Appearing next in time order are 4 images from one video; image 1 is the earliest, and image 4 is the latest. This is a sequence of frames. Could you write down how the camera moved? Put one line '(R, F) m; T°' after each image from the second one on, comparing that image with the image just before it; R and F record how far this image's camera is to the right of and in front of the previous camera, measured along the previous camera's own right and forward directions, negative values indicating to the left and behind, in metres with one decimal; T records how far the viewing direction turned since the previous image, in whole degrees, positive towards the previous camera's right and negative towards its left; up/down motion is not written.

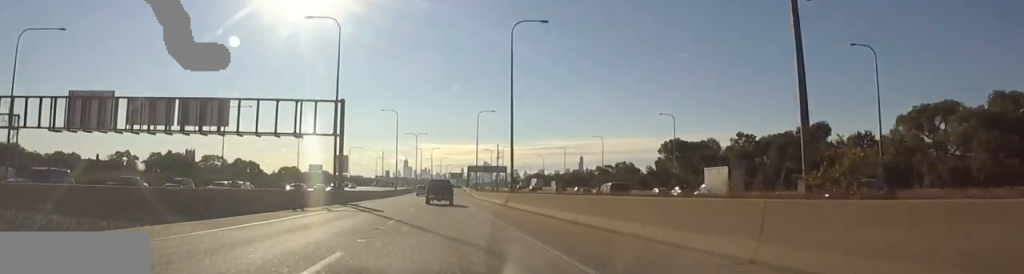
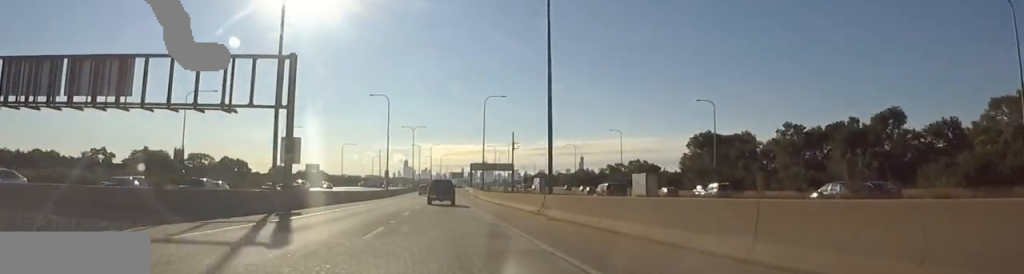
(+0.2, +17.7) m; +1°
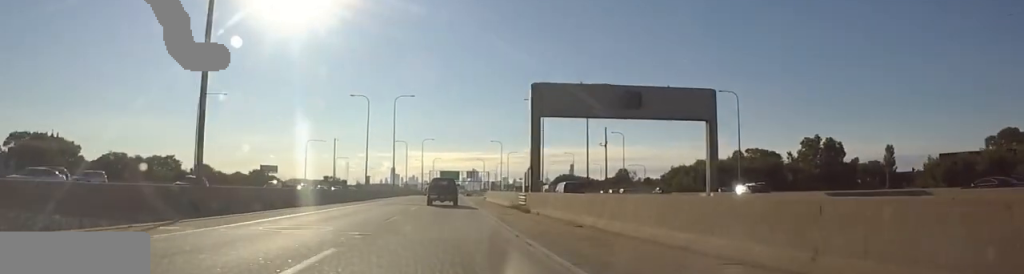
(+0.2, +125.9) m; 0°
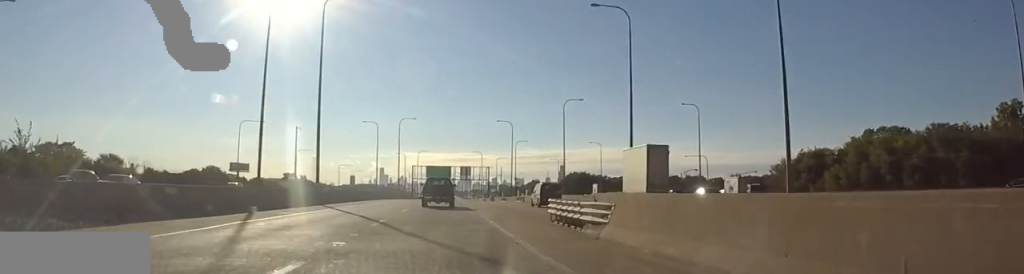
(-0.5, +48.5) m; -1°
